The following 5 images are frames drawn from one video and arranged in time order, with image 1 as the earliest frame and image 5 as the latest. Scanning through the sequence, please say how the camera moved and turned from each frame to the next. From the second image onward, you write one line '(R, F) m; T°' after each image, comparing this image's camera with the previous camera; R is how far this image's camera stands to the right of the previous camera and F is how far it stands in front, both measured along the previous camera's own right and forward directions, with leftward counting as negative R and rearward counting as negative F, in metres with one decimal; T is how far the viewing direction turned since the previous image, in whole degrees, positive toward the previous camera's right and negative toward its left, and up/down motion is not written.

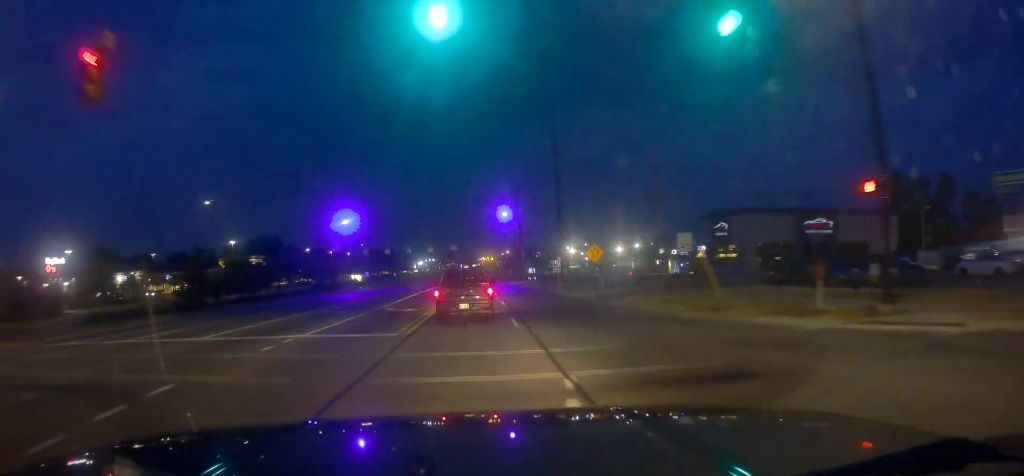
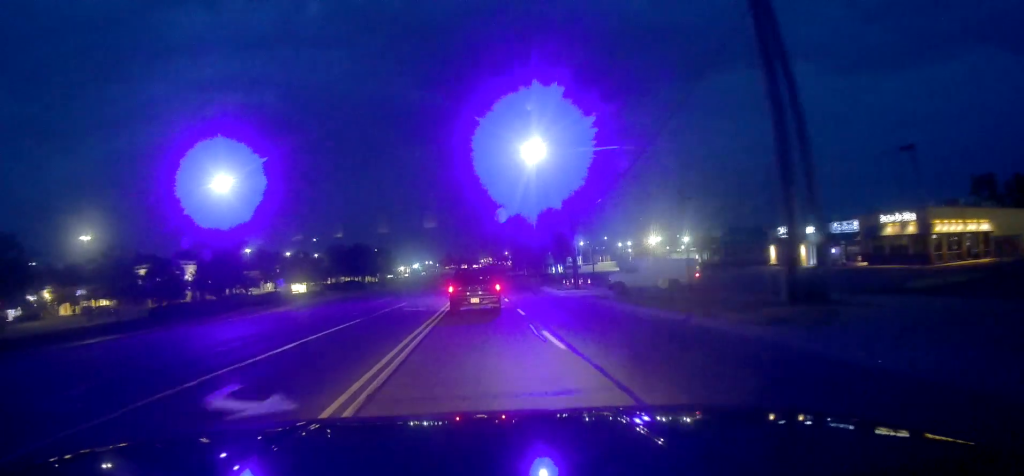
(-2.1, +47.3) m; -2°
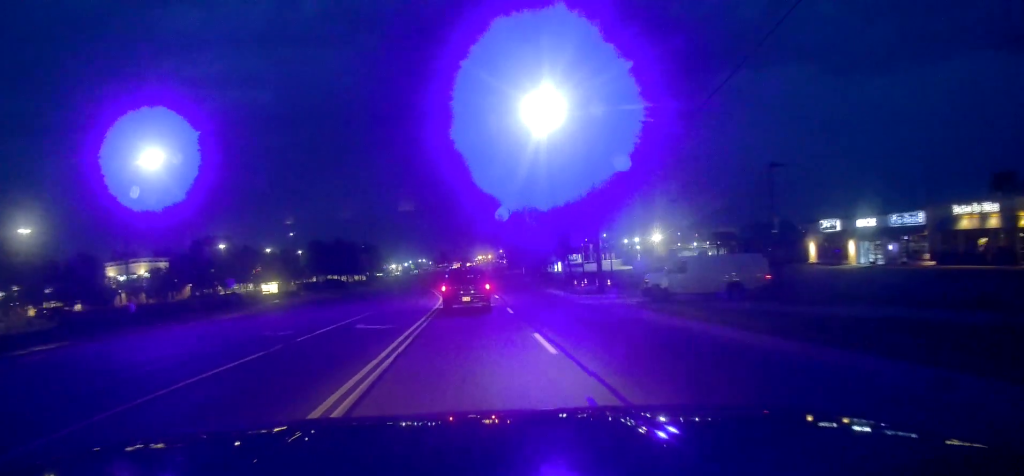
(-0.1, +11.0) m; 0°
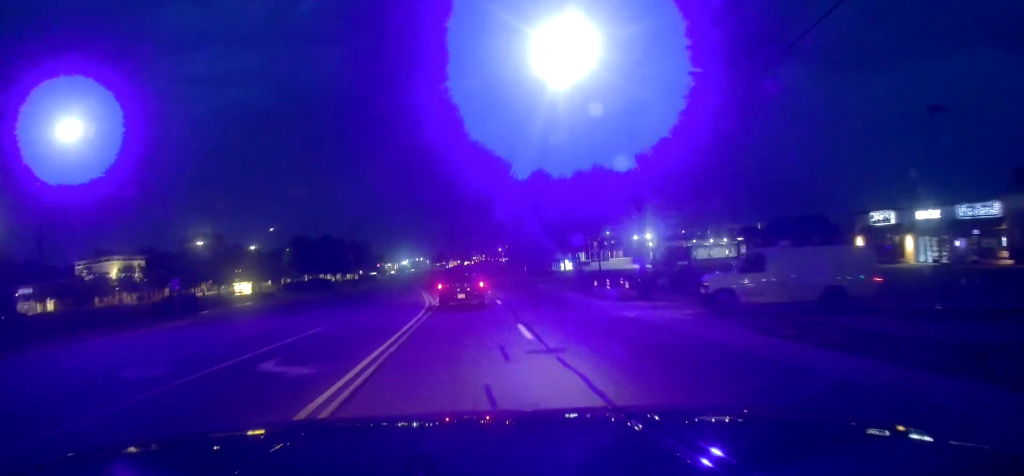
(+0.3, +9.1) m; -1°
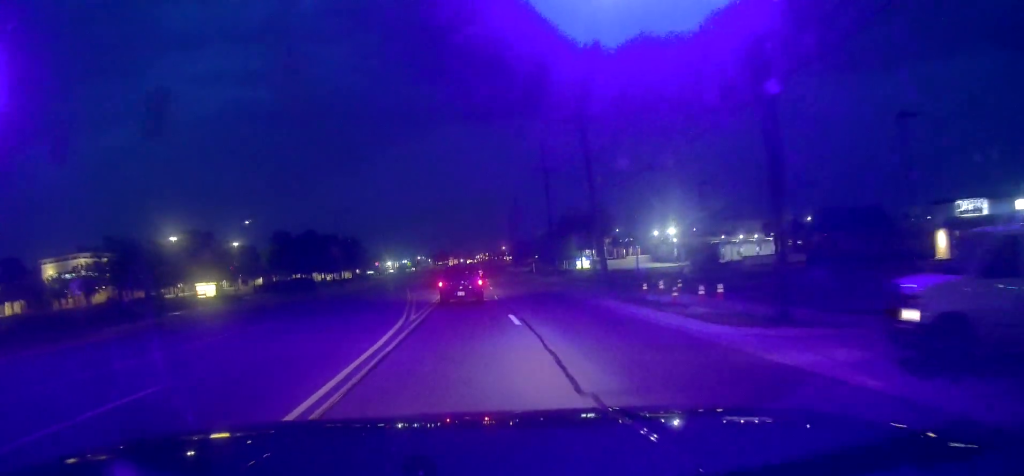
(-0.6, +11.2) m; 0°
